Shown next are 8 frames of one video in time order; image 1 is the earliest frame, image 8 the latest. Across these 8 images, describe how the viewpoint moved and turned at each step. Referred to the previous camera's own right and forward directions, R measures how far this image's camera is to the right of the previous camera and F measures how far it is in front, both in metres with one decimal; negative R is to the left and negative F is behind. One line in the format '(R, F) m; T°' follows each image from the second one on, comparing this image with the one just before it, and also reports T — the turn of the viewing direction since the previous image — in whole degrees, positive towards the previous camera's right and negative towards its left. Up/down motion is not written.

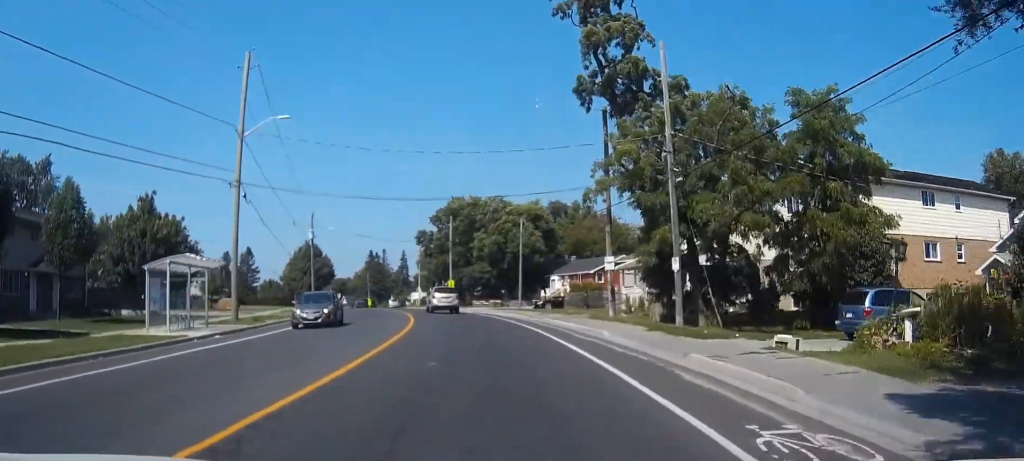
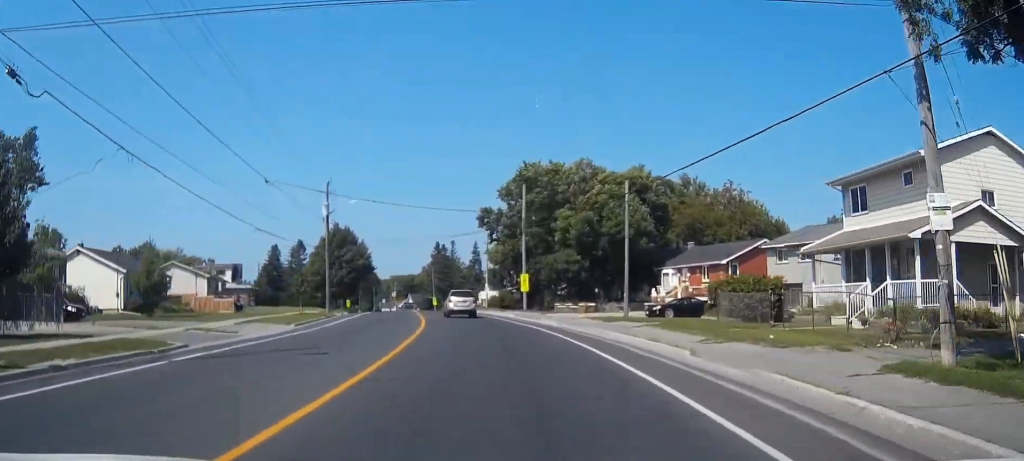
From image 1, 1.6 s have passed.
(-2.2, +25.8) m; -9°
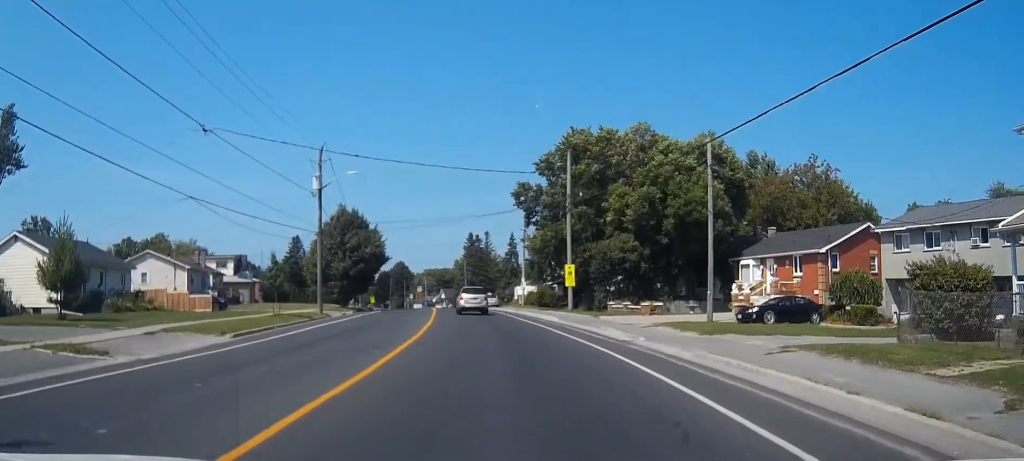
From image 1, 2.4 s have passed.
(-0.5, +13.4) m; -3°
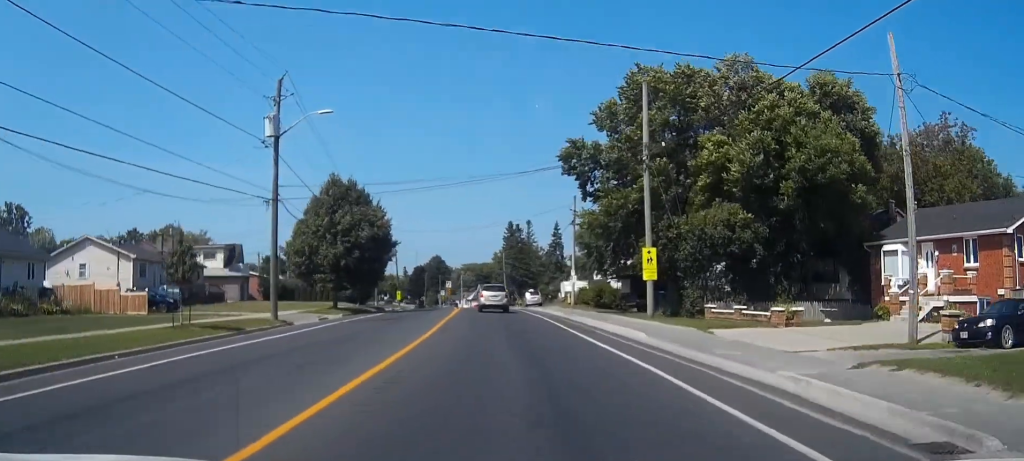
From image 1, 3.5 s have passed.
(-0.4, +16.8) m; -2°
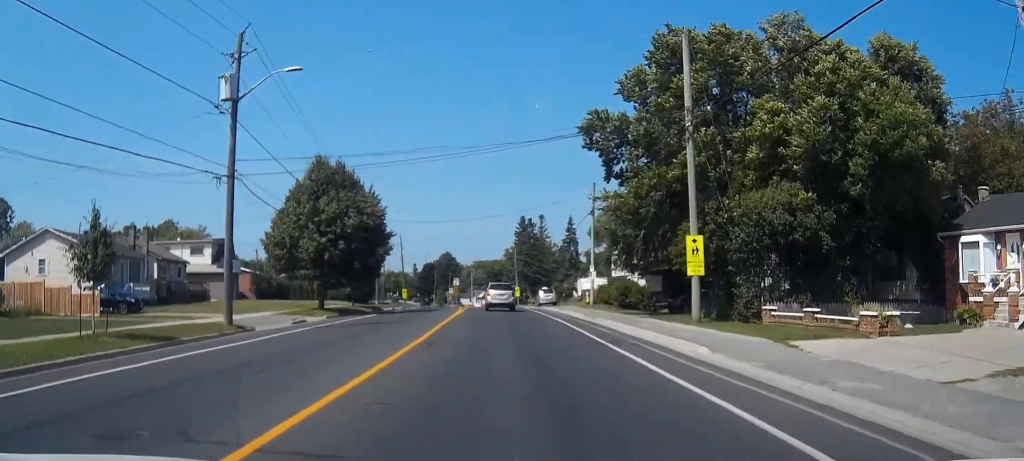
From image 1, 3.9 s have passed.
(0.0, +6.7) m; -1°
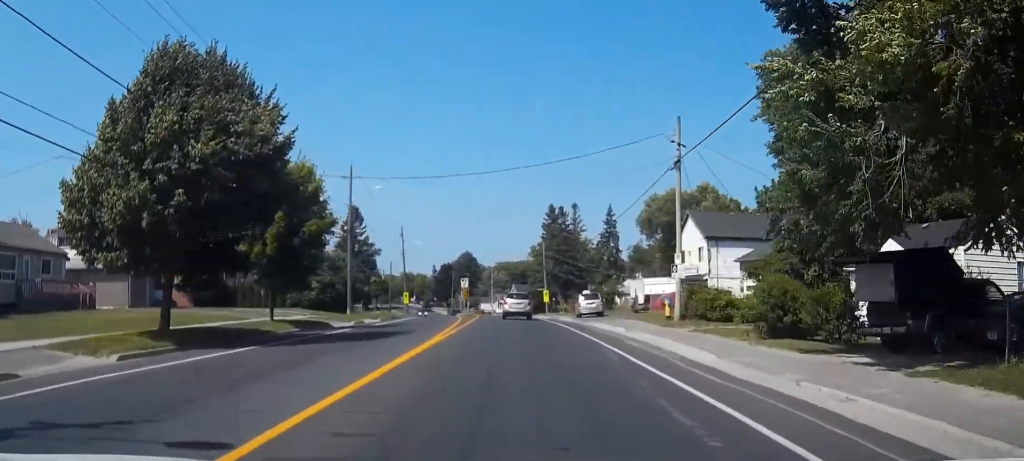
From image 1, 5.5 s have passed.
(-0.8, +23.6) m; -3°
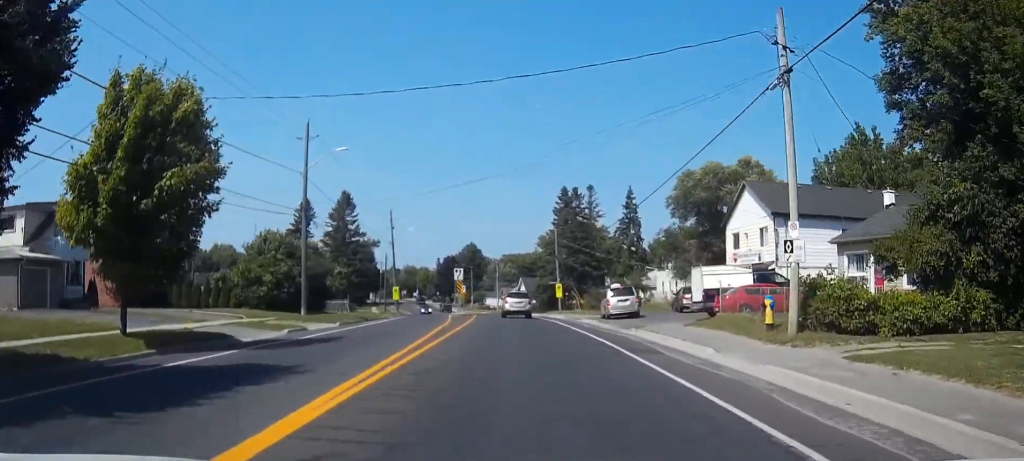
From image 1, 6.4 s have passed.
(-0.1, +13.7) m; 0°
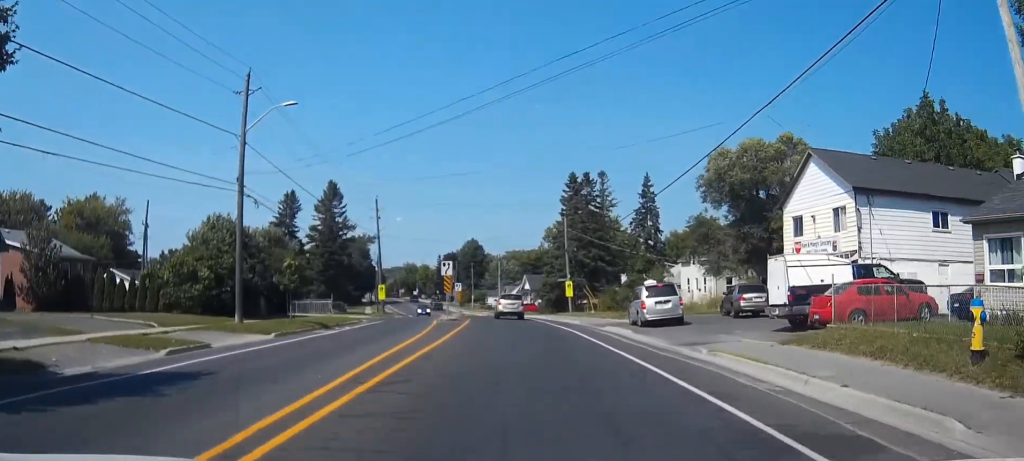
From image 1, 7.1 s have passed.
(0.0, +10.6) m; 0°
